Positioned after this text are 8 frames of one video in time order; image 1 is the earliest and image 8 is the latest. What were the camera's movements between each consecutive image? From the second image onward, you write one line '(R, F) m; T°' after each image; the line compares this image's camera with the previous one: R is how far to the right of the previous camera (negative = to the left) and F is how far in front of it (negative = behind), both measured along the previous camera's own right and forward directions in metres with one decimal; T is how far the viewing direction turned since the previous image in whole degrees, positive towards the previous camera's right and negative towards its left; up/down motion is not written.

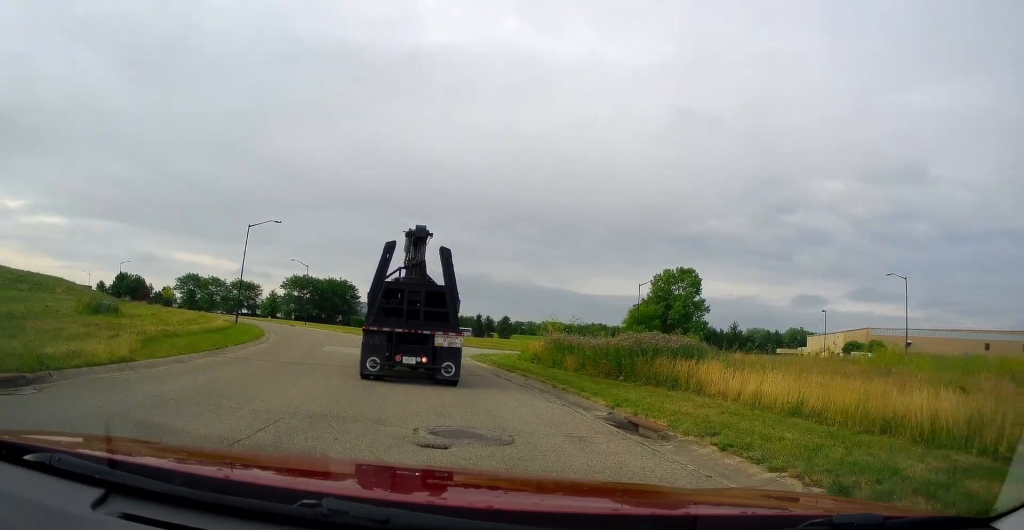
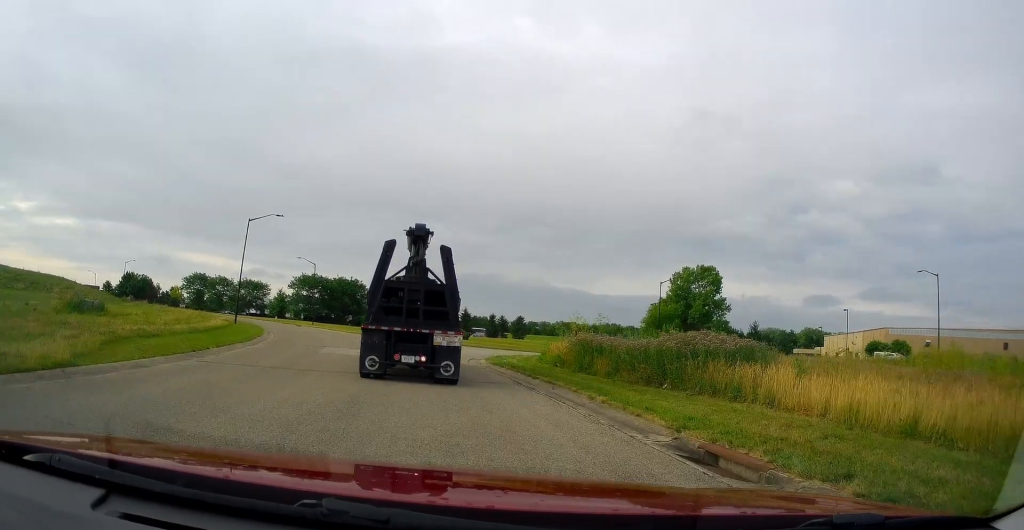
(+0.2, +3.3) m; 0°
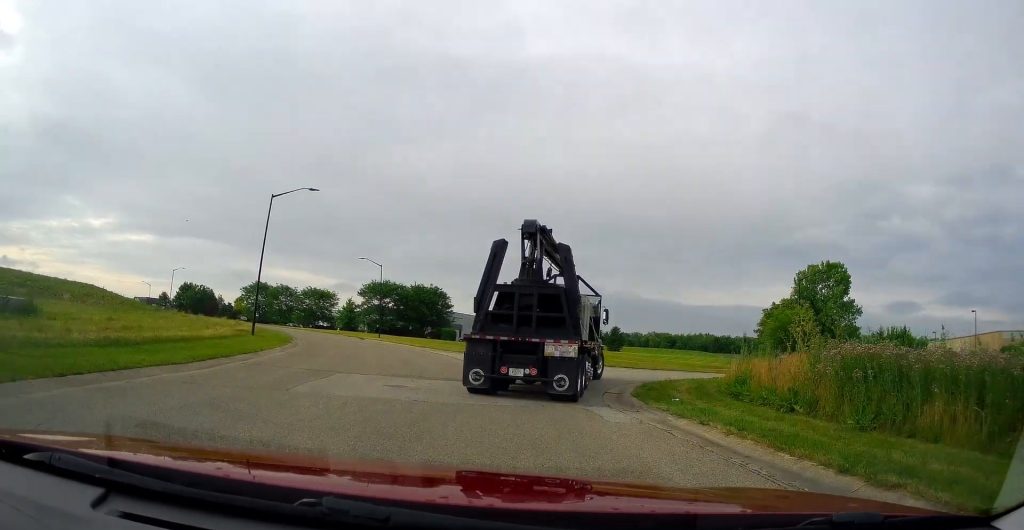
(-2.7, +14.3) m; -19°
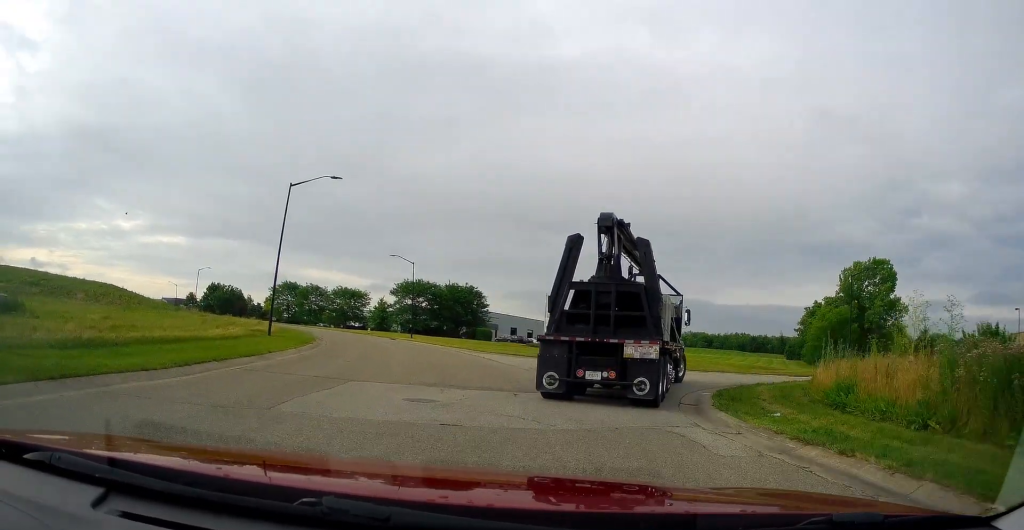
(-0.3, +3.3) m; -2°
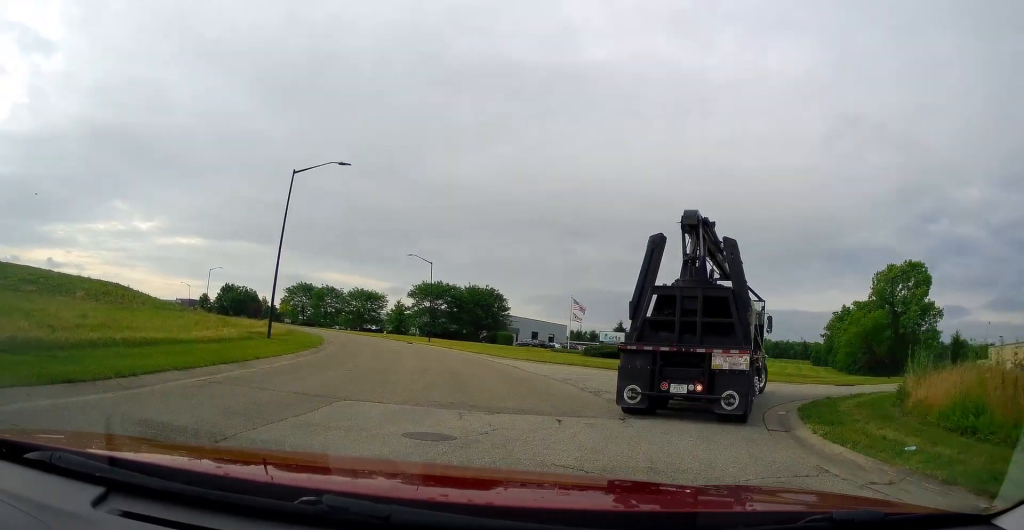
(0.0, +3.7) m; +1°
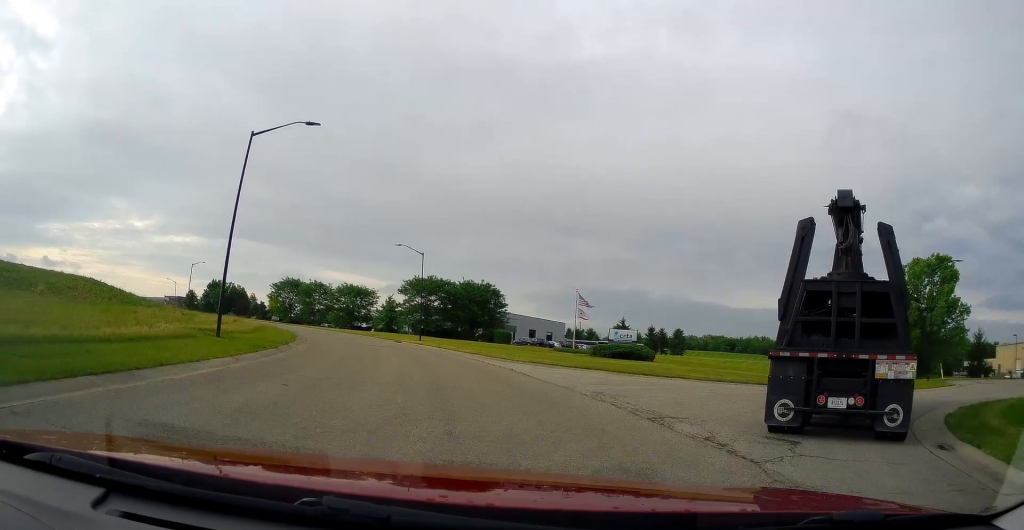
(+0.2, +6.2) m; +3°
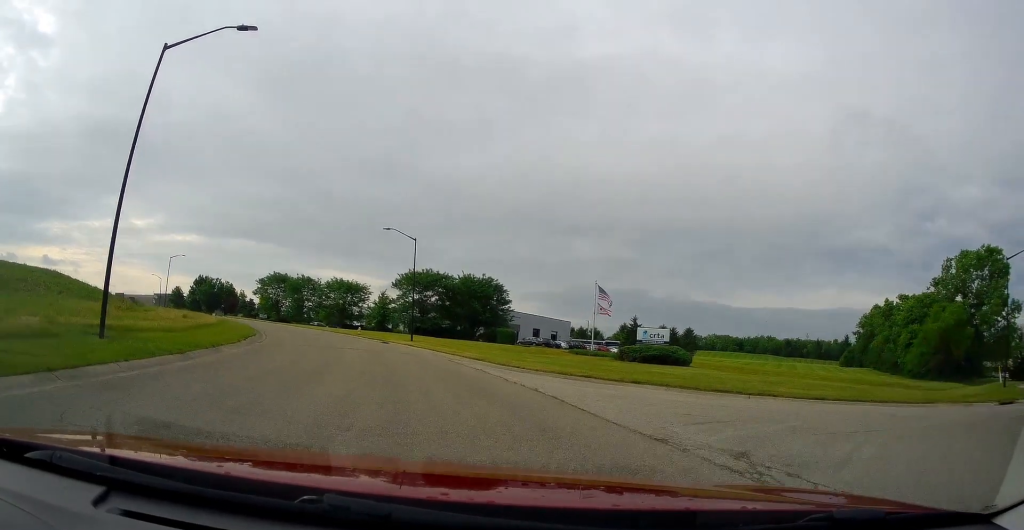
(+0.2, +9.1) m; -1°
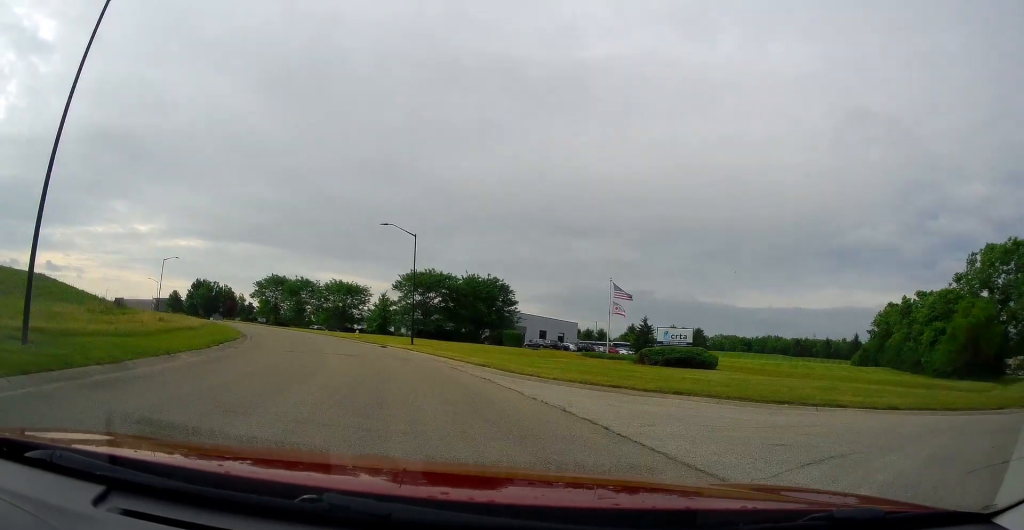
(-0.1, +3.8) m; -1°
